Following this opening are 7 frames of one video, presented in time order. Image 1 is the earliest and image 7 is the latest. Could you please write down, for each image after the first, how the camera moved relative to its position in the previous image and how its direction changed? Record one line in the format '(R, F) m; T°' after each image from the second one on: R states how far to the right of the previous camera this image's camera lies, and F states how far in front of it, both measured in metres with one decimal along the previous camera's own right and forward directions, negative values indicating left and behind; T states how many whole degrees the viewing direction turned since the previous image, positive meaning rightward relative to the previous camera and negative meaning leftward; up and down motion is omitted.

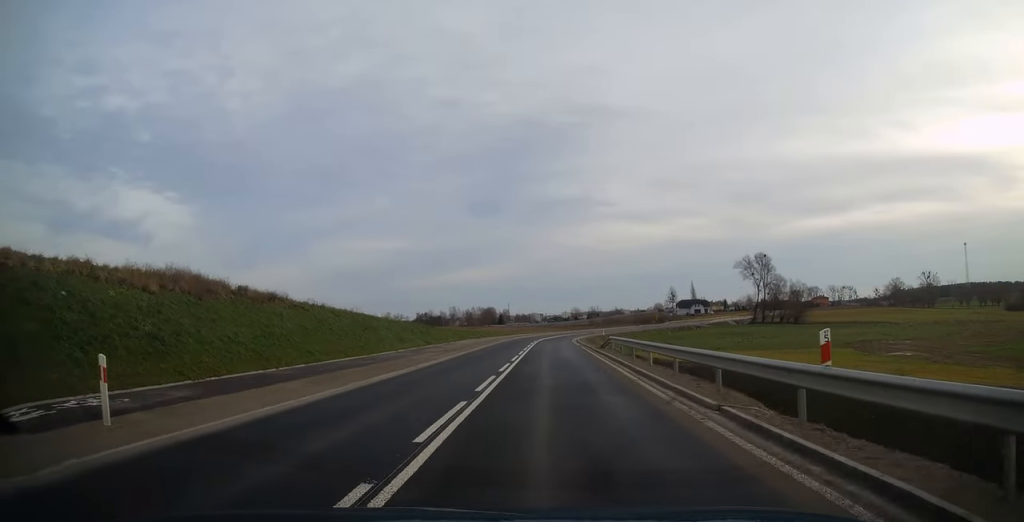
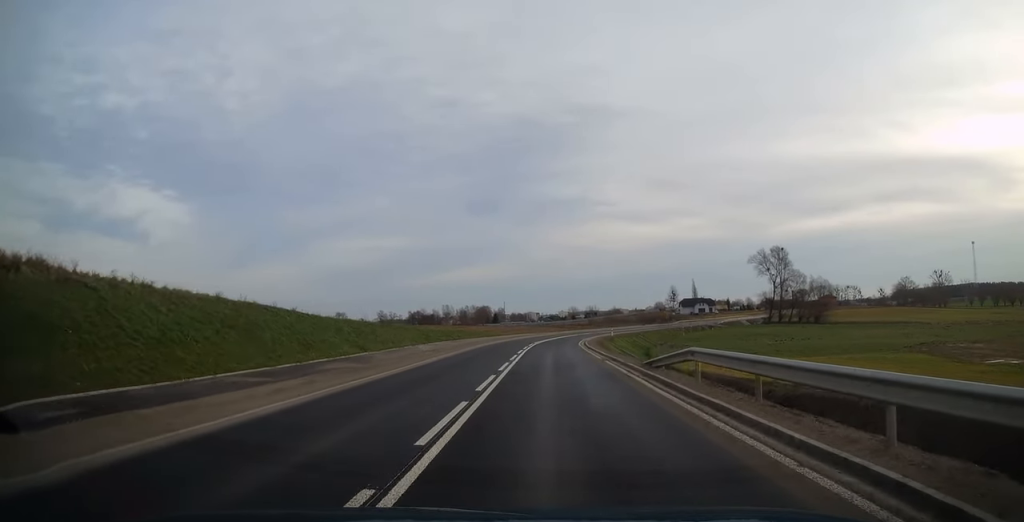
(-0.2, +18.3) m; 0°
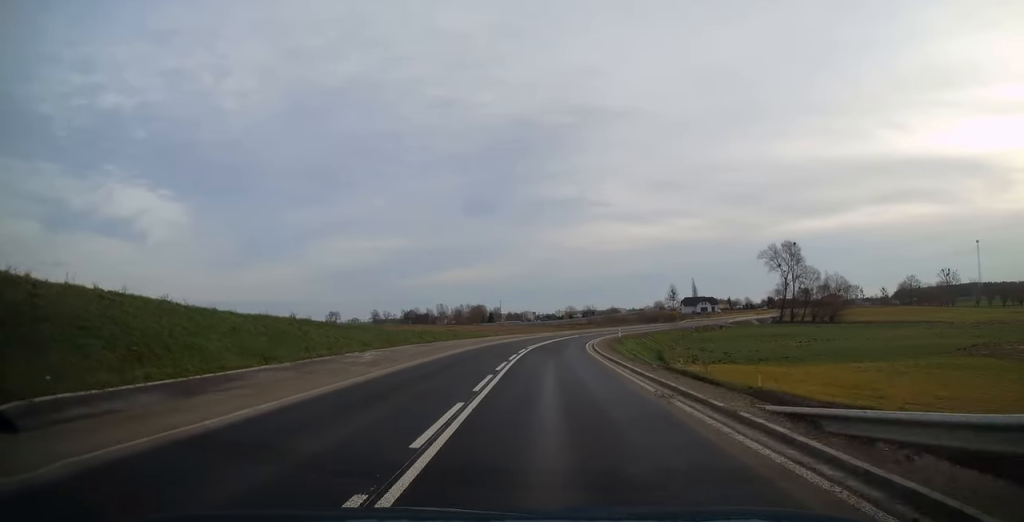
(-0.2, +12.3) m; 0°
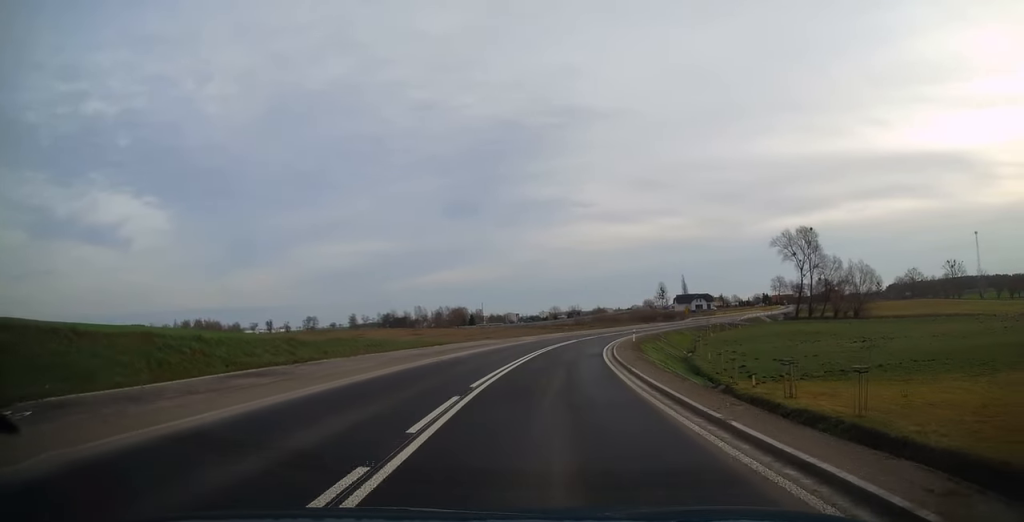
(+0.5, +23.0) m; +1°
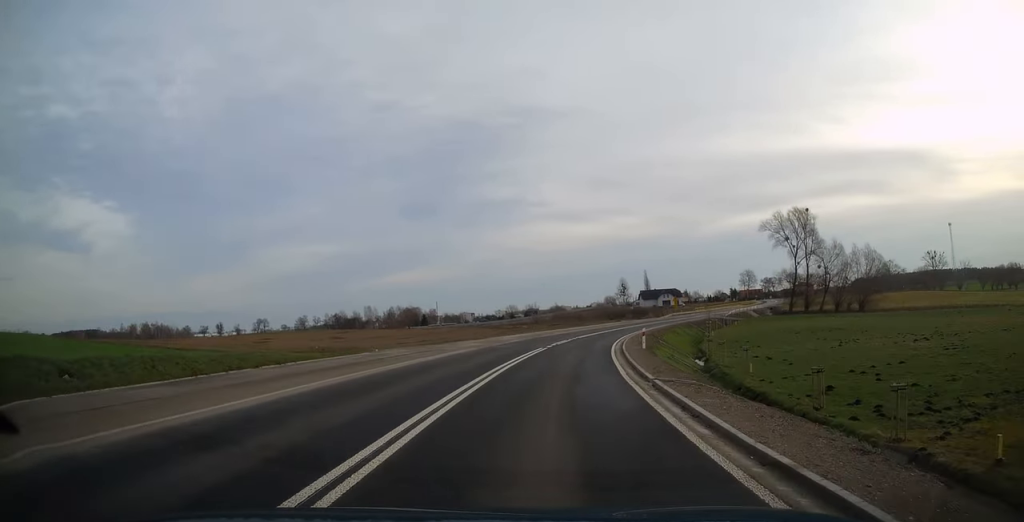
(0.0, +22.4) m; +1°
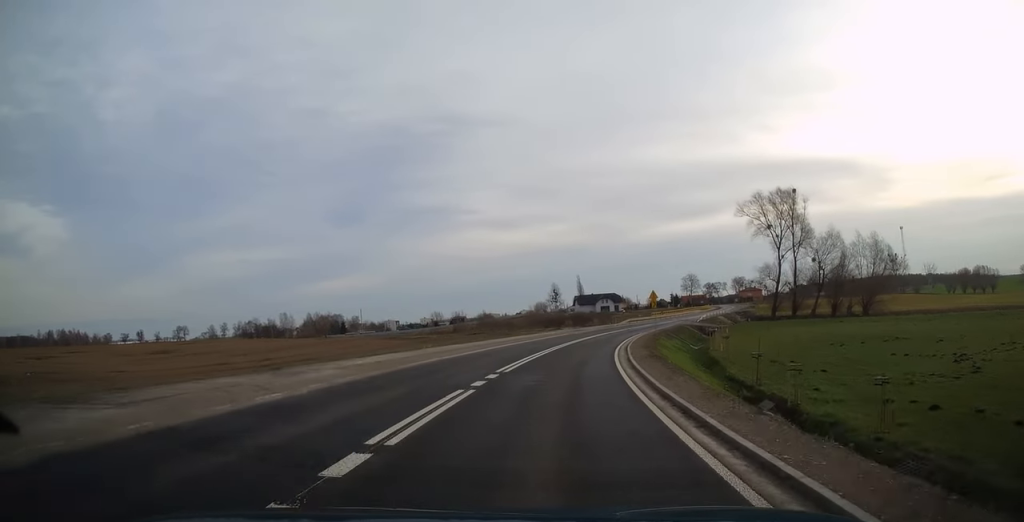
(+1.0, +28.9) m; +4°
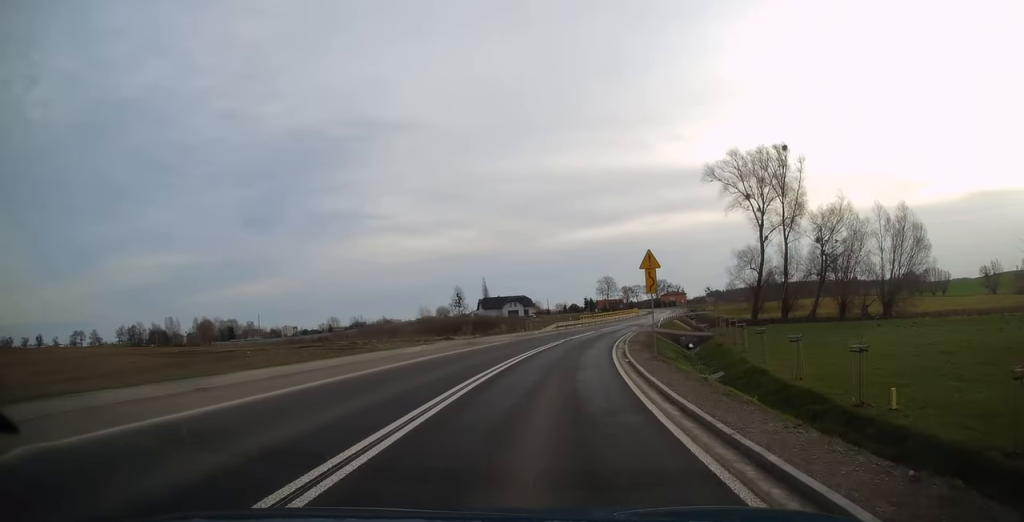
(+2.1, +33.2) m; +8°
